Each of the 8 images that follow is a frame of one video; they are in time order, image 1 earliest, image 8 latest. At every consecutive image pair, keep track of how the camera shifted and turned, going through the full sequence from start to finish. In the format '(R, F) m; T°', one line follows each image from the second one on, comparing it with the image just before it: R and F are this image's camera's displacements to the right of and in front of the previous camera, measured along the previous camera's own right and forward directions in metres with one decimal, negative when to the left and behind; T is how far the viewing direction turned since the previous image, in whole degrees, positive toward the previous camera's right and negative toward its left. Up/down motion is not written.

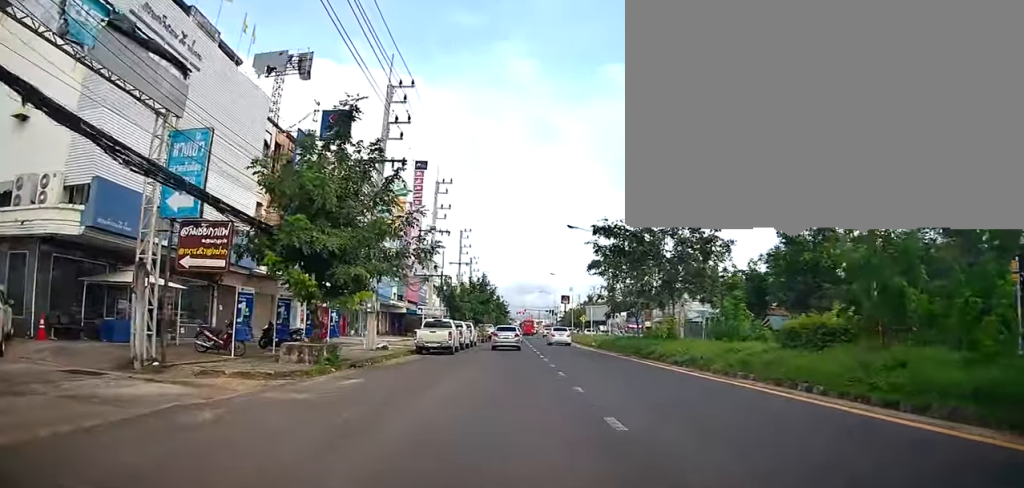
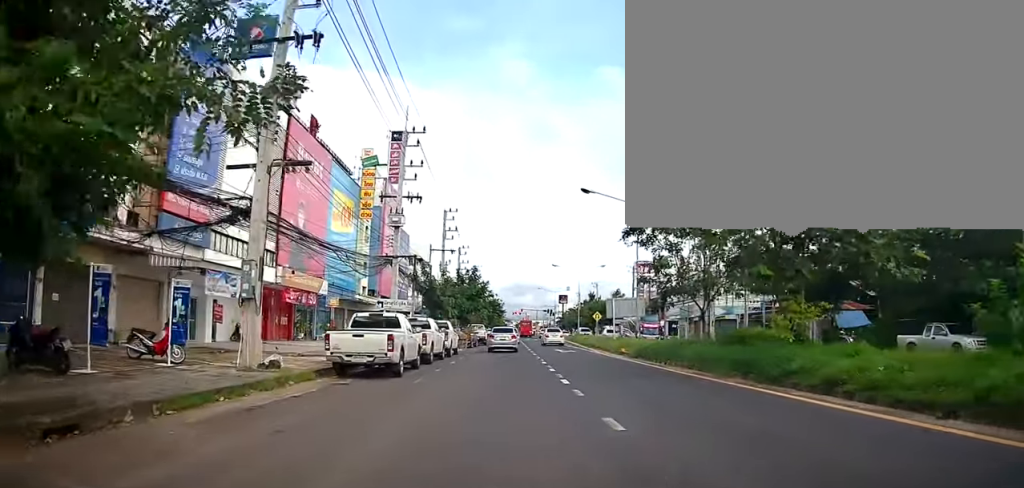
(+0.2, +11.9) m; -3°
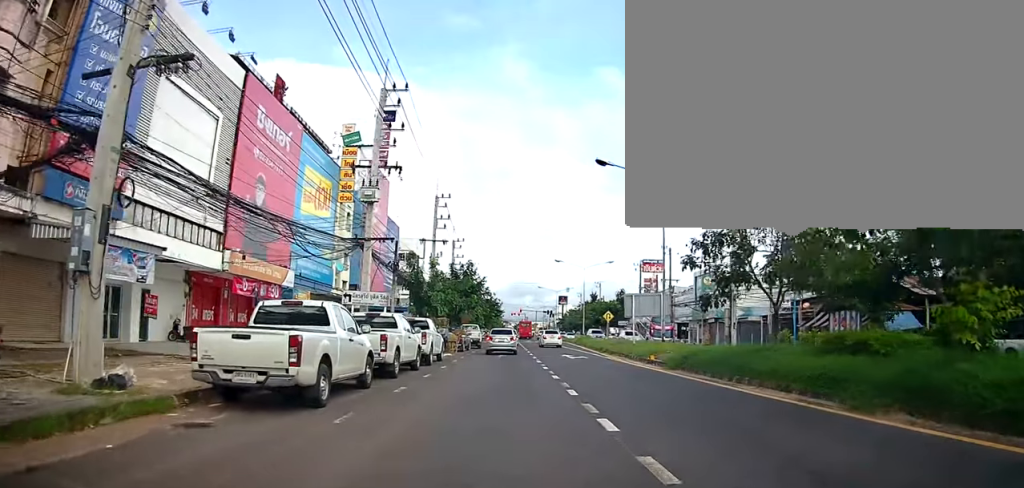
(-0.3, +6.1) m; -2°
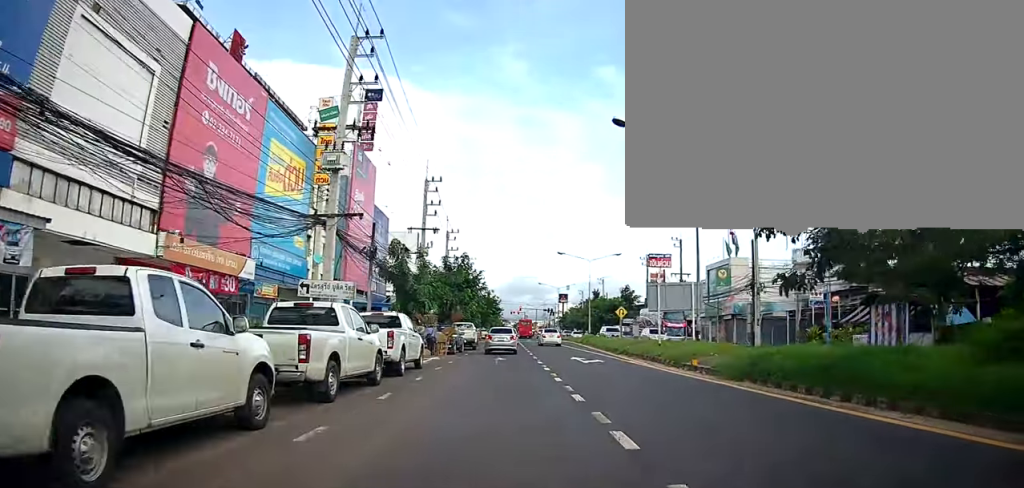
(0.0, +5.3) m; 0°
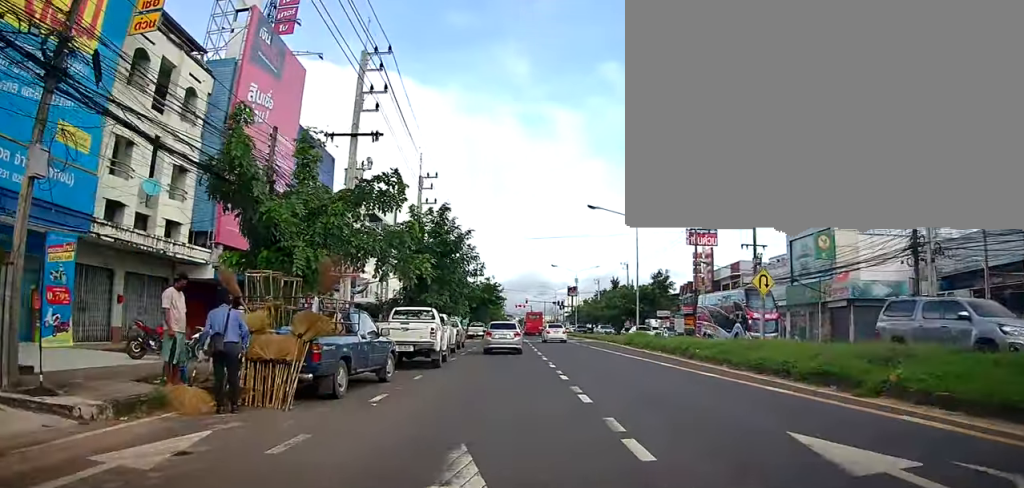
(+1.5, +20.8) m; +5°
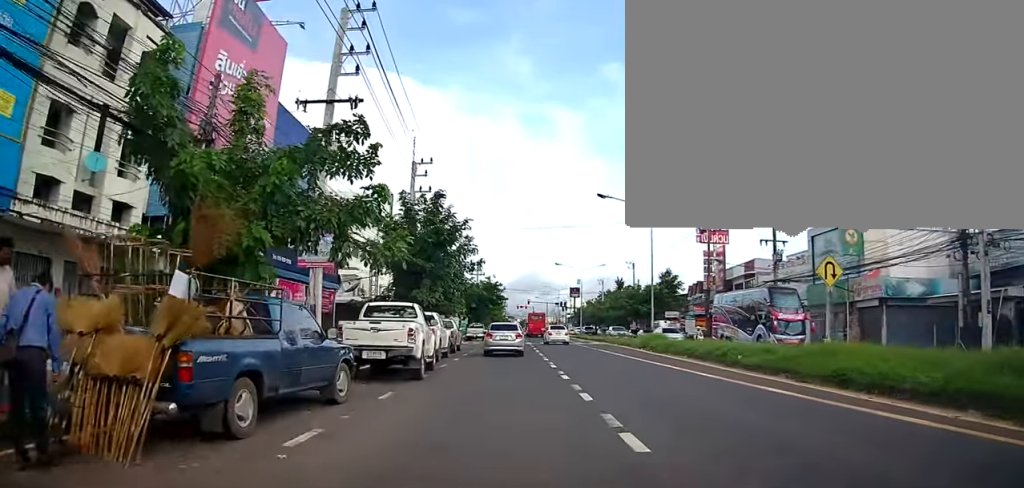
(0.0, +3.9) m; -1°
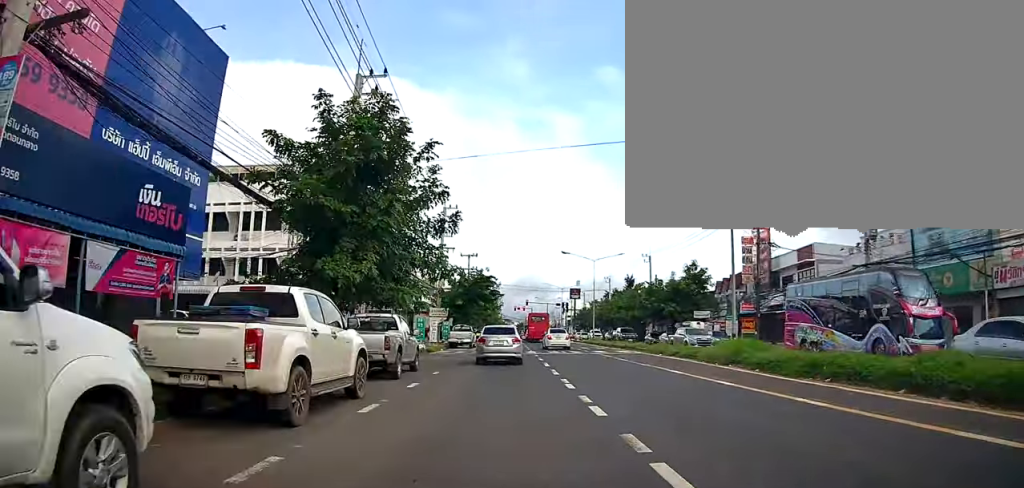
(-1.2, +13.6) m; -5°
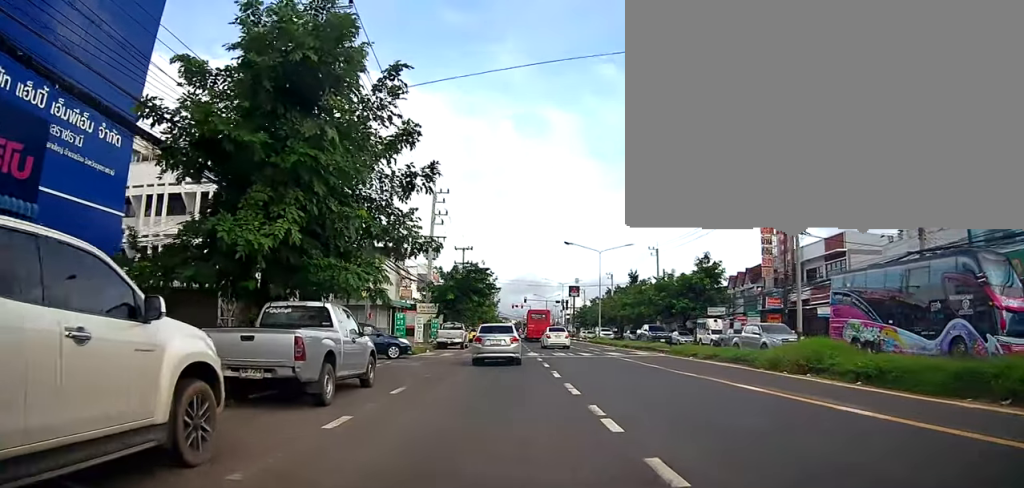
(0.0, +5.5) m; +1°
